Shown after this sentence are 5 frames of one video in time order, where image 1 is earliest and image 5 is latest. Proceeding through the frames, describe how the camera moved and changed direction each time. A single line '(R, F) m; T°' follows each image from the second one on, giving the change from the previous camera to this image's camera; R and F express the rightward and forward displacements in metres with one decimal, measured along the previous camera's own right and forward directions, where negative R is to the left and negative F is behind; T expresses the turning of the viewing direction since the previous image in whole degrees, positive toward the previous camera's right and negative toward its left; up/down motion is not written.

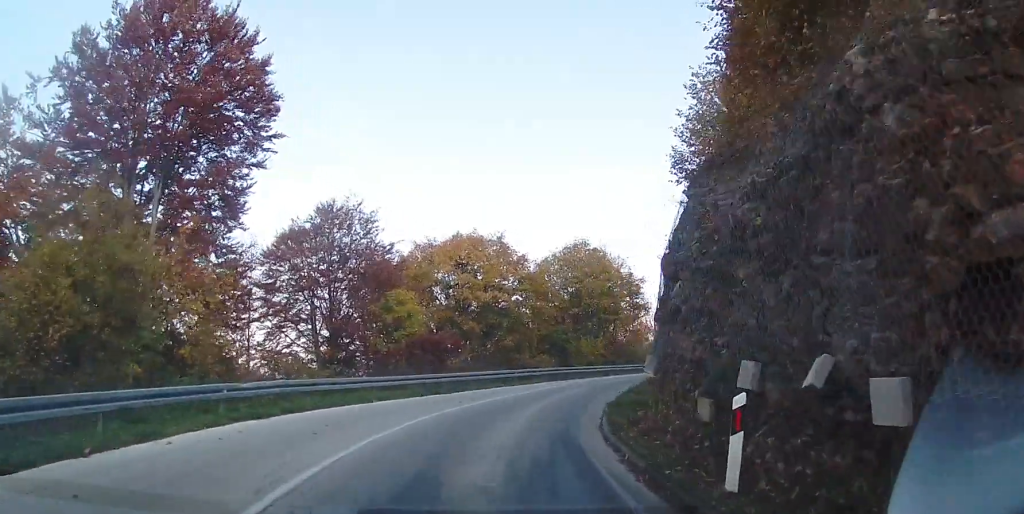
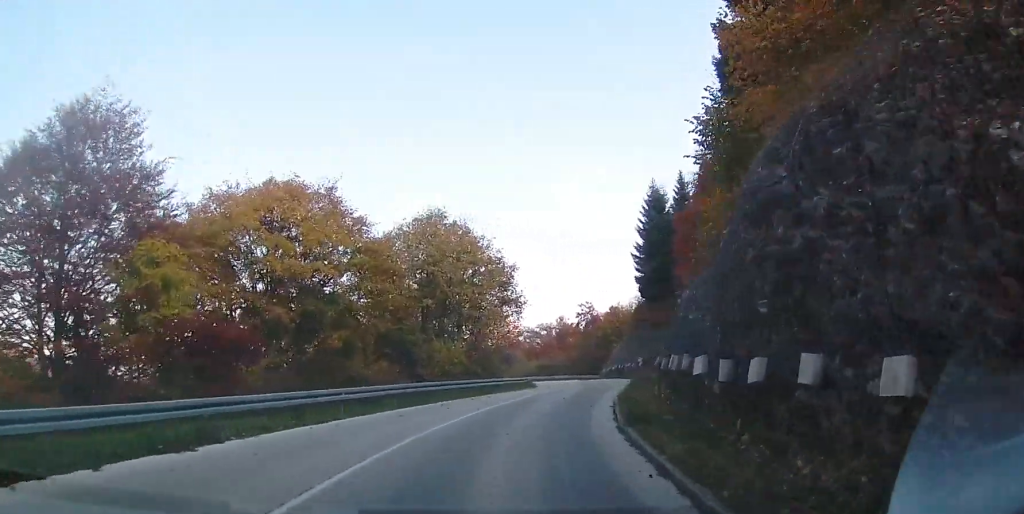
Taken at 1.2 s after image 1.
(+1.6, +13.4) m; +16°
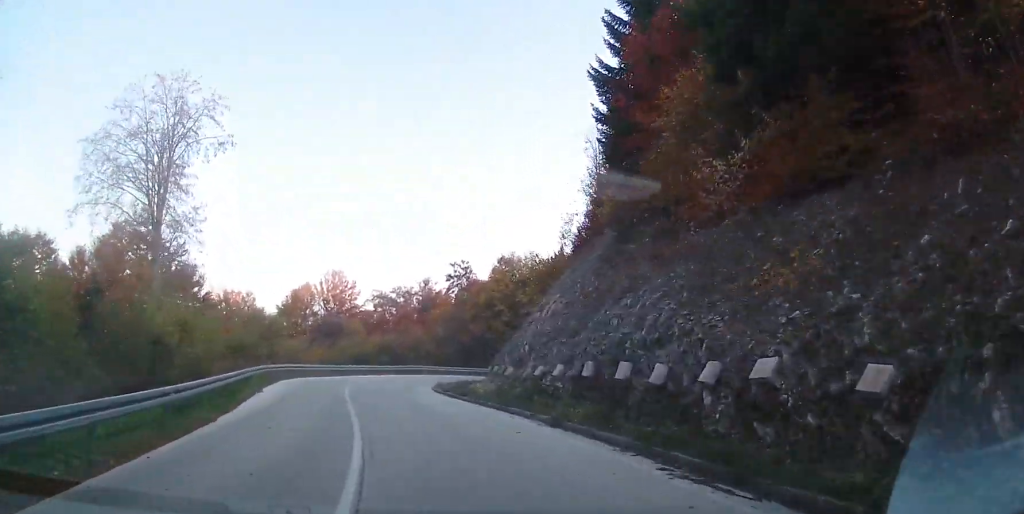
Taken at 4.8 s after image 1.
(+7.6, +43.9) m; +7°
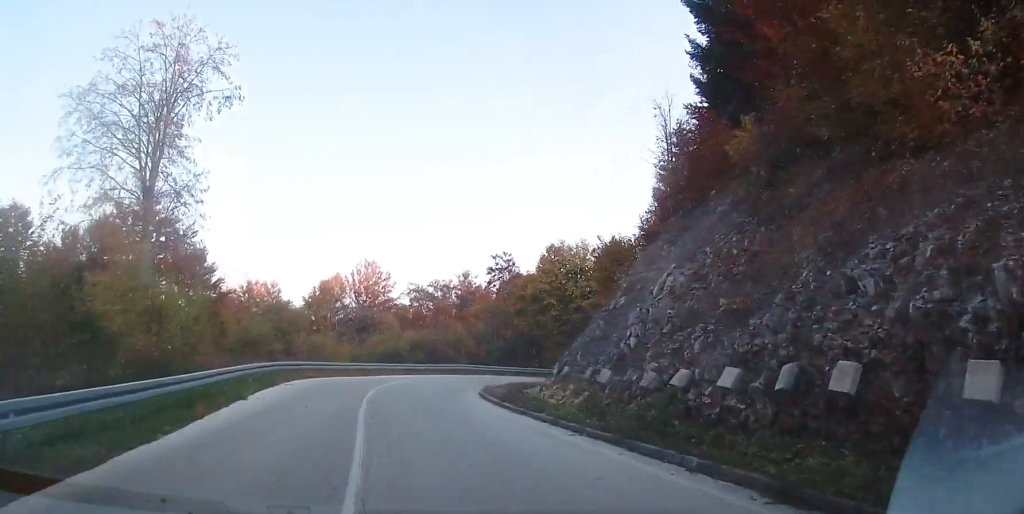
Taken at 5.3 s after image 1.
(0.0, +7.0) m; -3°
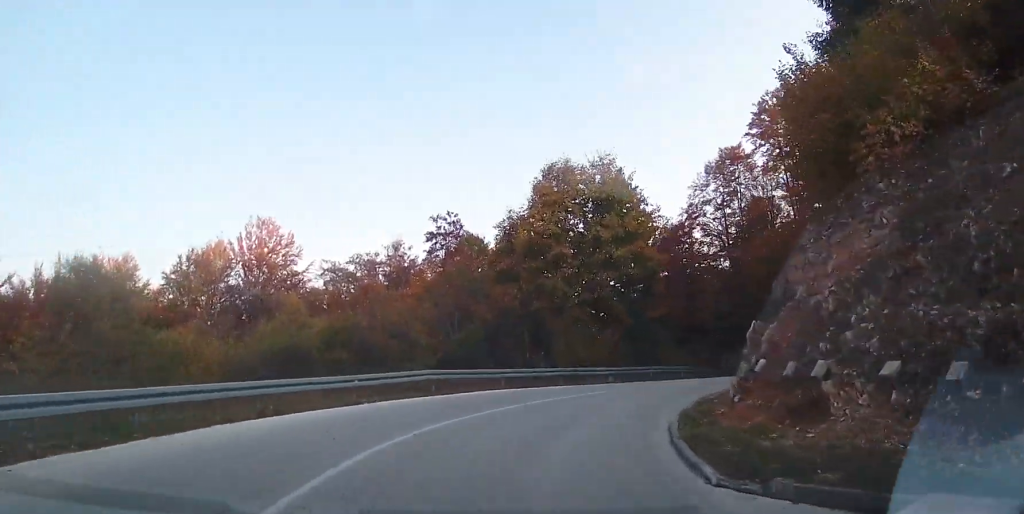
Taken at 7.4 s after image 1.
(-1.4, +28.1) m; +5°
